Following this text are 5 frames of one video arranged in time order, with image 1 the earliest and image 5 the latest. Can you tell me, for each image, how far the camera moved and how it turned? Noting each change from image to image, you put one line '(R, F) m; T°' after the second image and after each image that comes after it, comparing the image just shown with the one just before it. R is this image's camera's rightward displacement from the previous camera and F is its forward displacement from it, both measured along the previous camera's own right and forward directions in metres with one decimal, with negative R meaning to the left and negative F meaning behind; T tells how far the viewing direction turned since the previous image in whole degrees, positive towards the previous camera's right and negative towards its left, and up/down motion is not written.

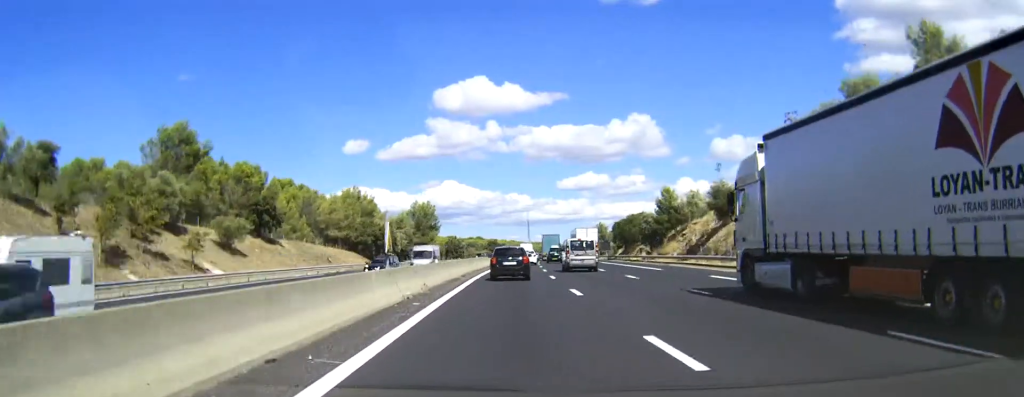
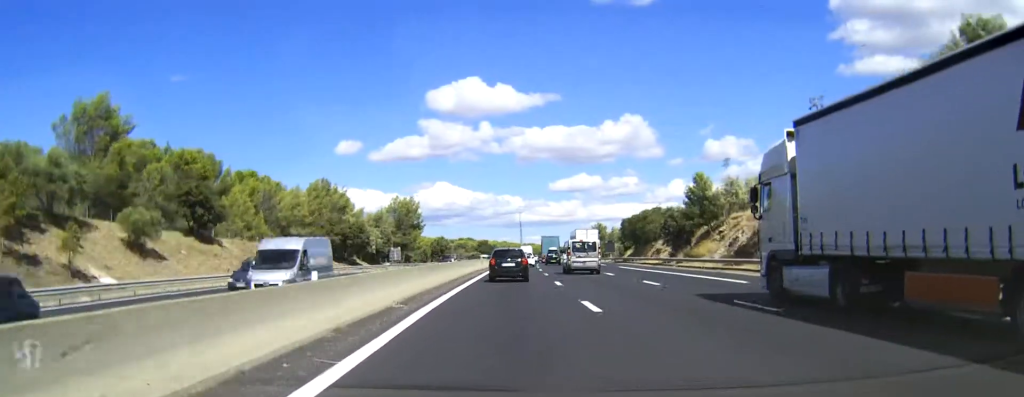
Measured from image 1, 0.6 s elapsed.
(+0.1, +18.6) m; 0°
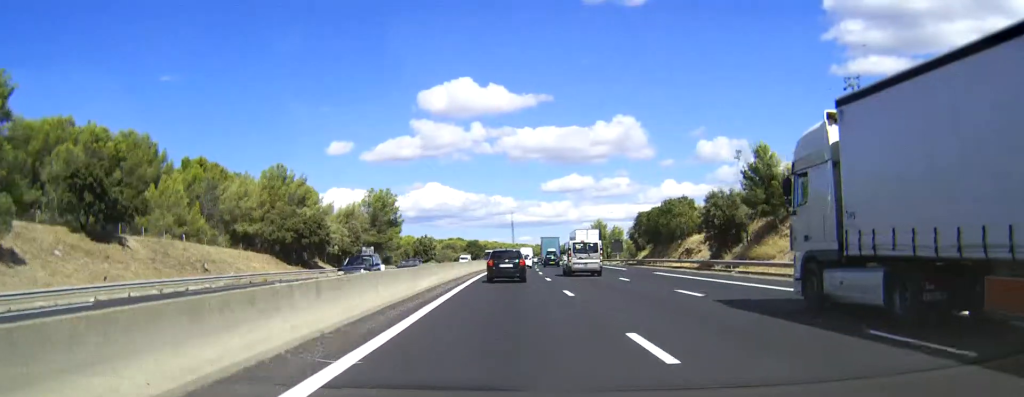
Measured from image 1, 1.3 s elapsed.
(0.0, +20.4) m; +1°
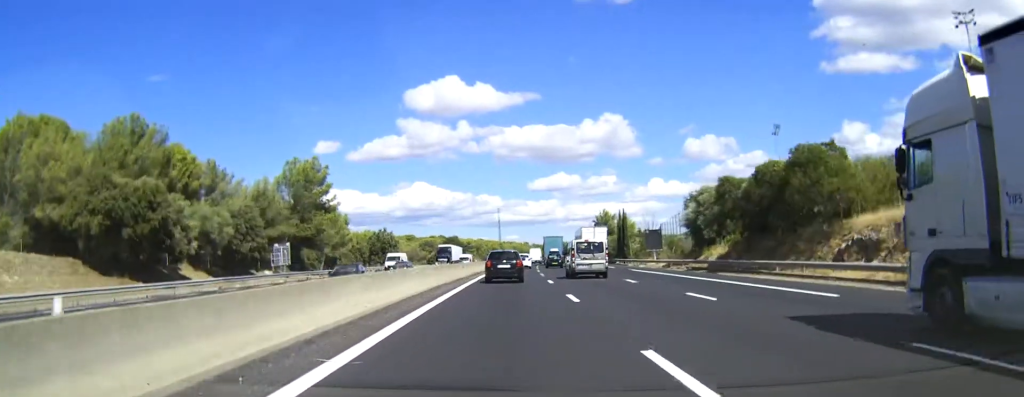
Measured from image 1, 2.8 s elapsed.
(+0.6, +41.4) m; +1°
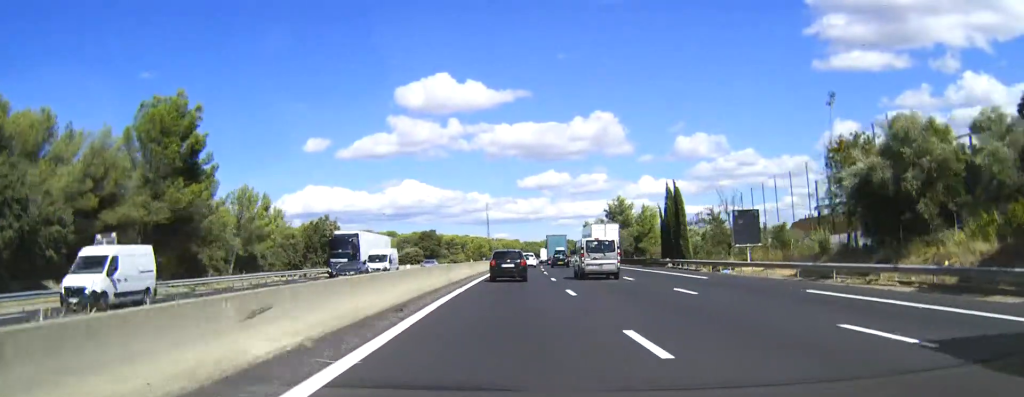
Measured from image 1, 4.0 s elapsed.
(+0.2, +36.3) m; +1°
